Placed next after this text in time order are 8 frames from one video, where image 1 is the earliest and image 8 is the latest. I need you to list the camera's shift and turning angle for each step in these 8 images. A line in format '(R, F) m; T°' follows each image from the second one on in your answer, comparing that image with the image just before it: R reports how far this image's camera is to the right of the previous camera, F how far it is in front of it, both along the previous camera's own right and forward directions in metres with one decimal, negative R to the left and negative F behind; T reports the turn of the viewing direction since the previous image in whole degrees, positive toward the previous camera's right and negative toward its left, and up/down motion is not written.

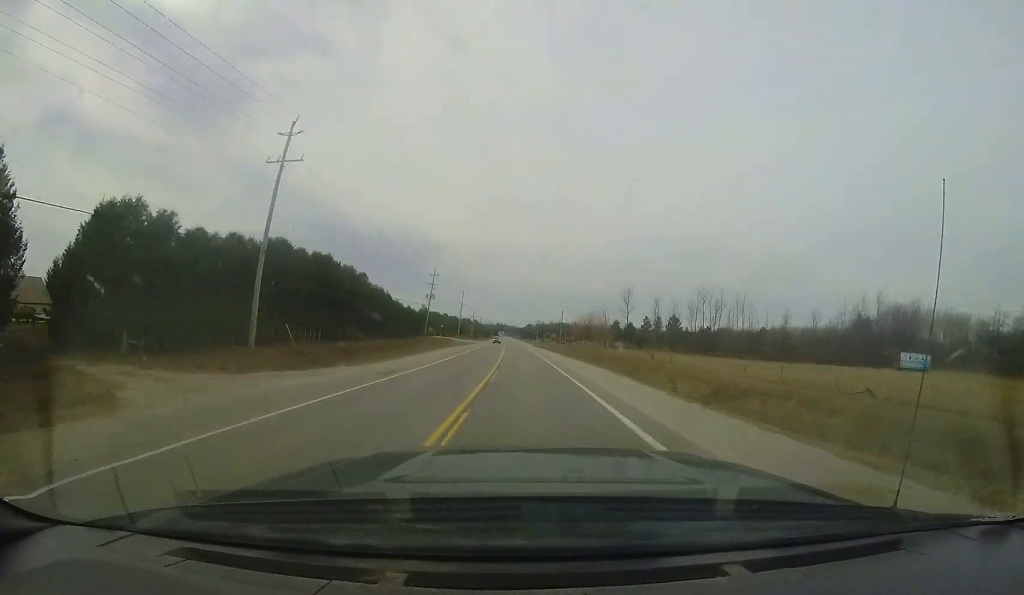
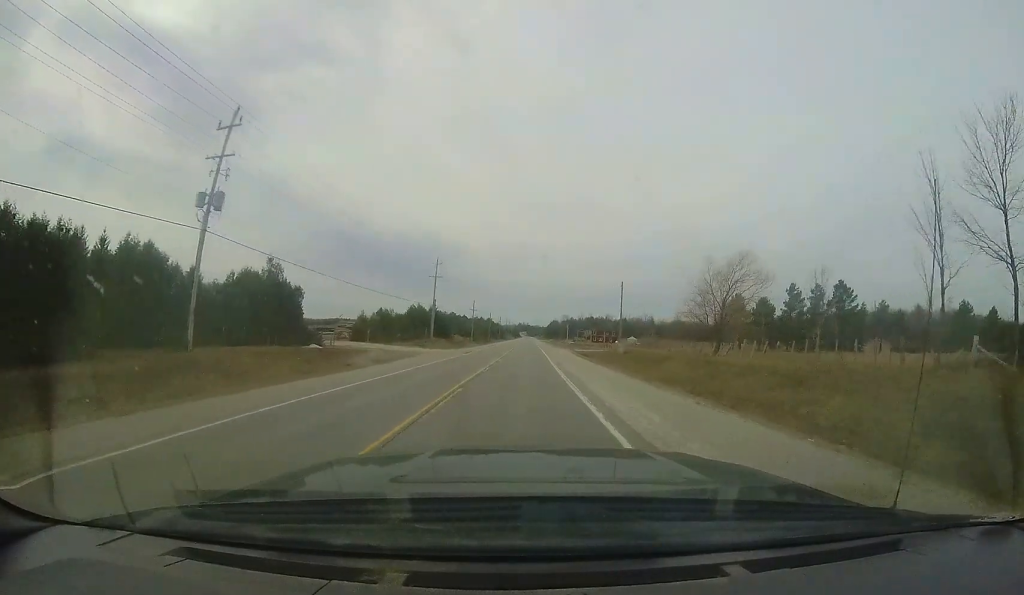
(-3.8, +60.8) m; -6°
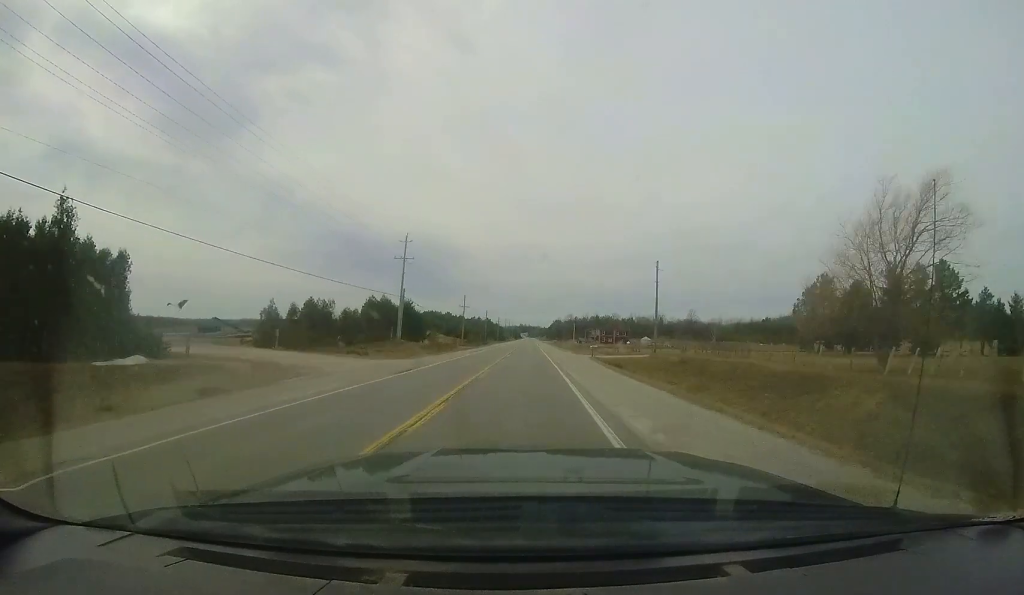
(0.0, +18.9) m; 0°
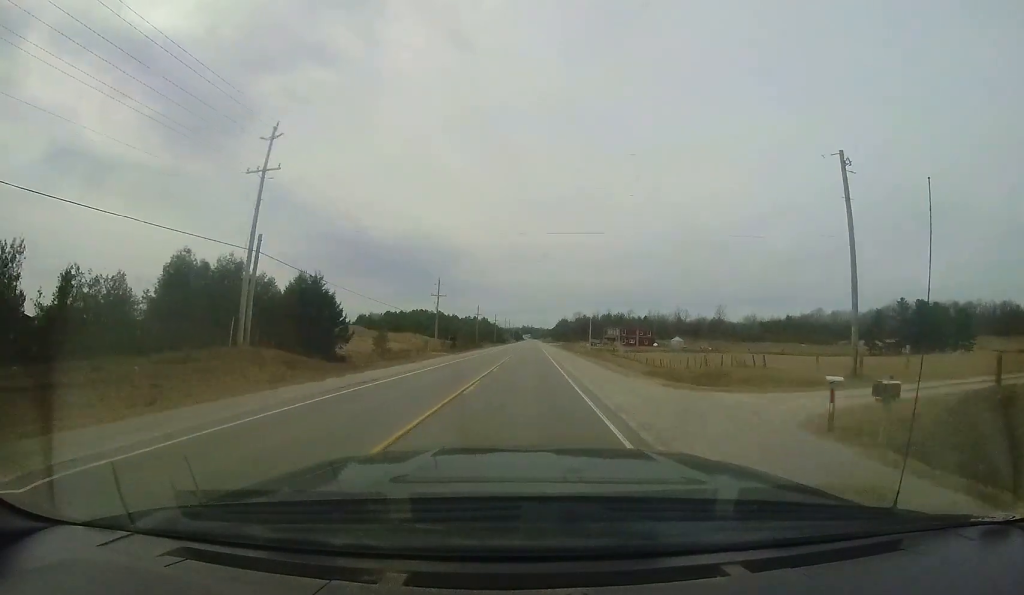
(-0.1, +31.5) m; 0°
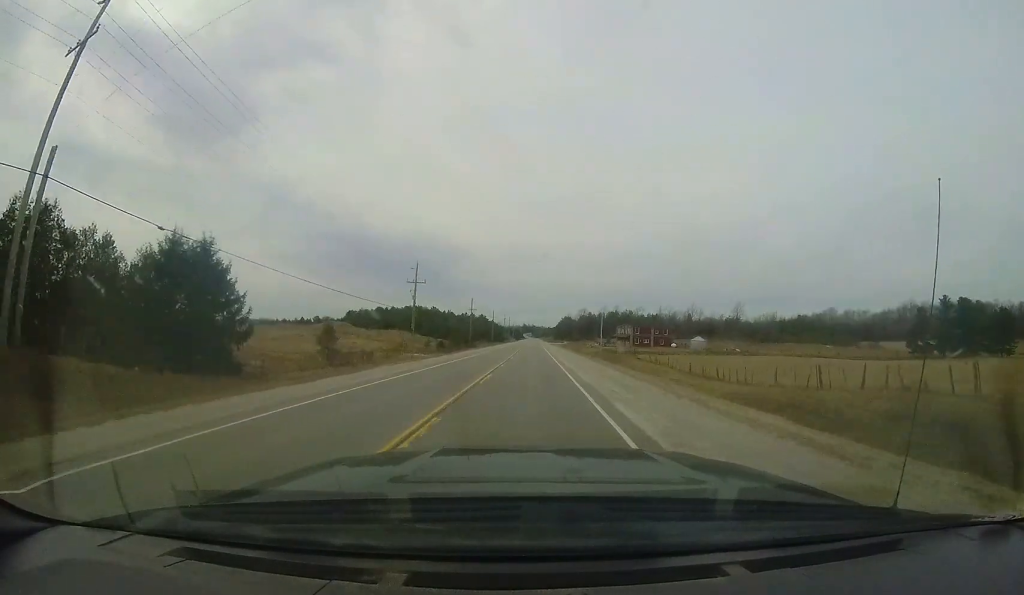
(-0.1, +15.3) m; 0°
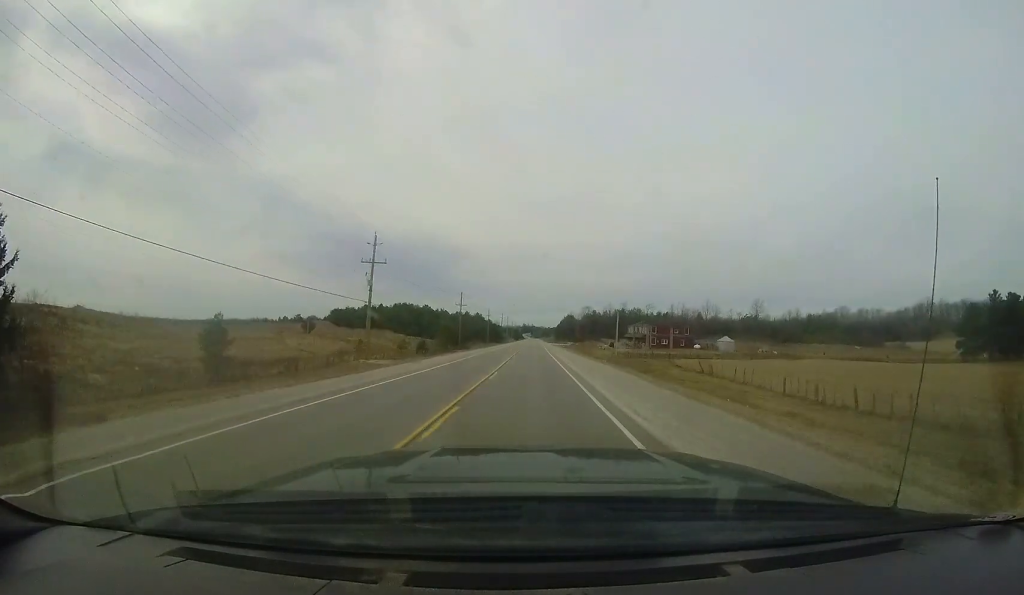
(+0.3, +16.3) m; 0°
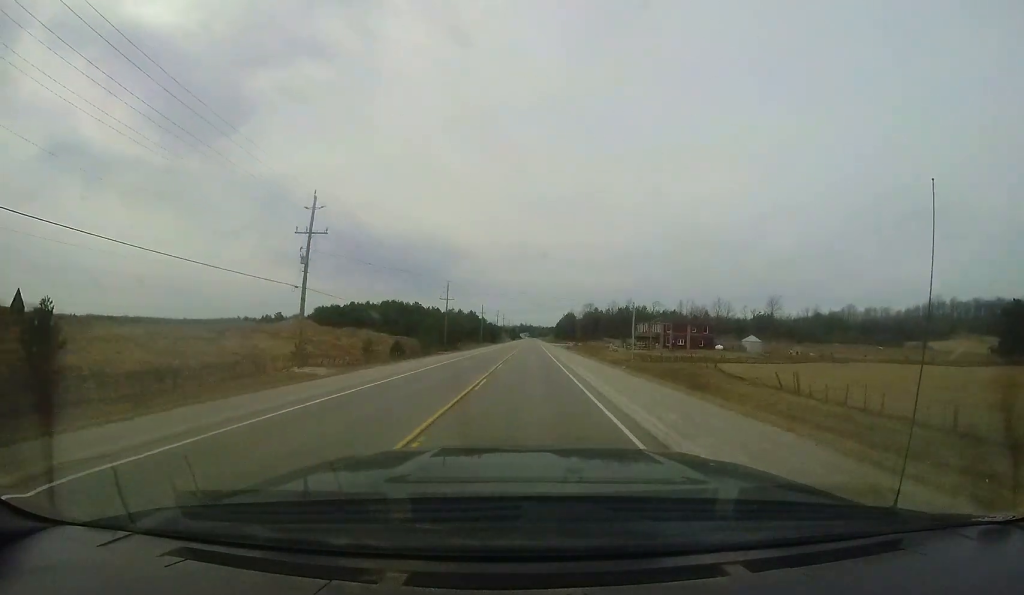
(-0.1, +12.7) m; 0°
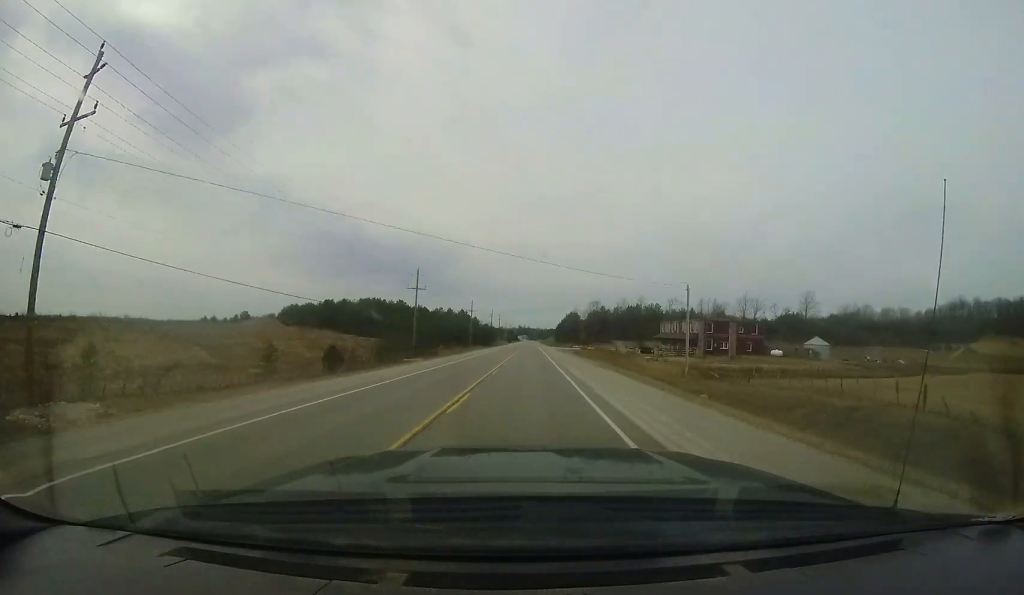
(-0.3, +20.9) m; -1°
